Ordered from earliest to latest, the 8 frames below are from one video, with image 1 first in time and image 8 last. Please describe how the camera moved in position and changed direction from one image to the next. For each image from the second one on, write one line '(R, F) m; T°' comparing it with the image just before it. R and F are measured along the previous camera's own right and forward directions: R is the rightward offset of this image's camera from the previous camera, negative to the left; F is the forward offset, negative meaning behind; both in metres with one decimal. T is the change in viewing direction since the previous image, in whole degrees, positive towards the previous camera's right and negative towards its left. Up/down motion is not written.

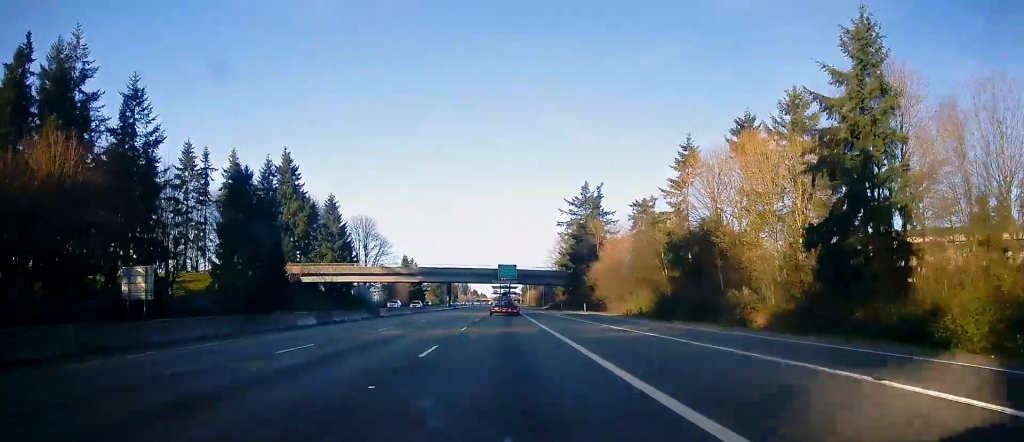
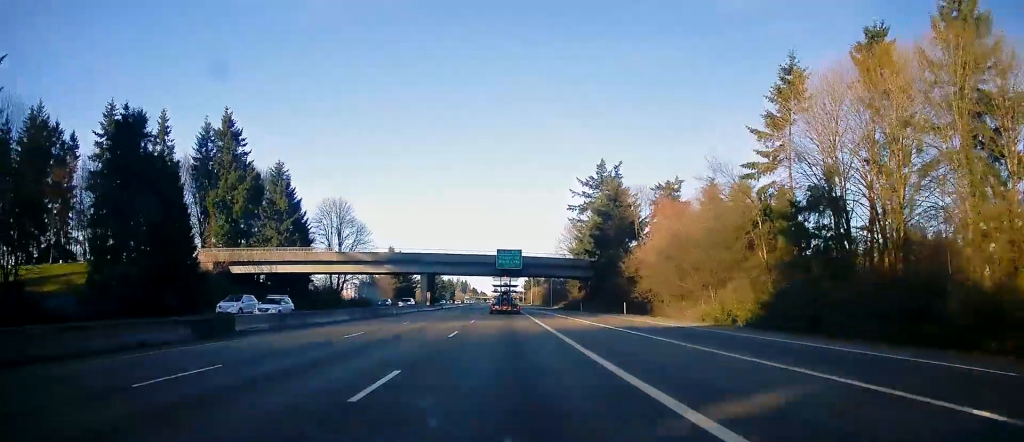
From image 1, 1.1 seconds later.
(+0.1, +30.5) m; 0°
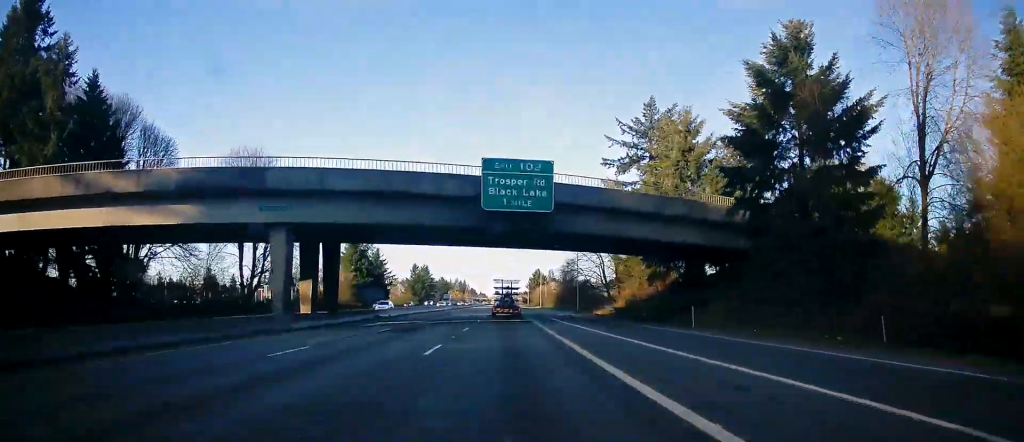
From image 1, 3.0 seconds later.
(-0.4, +55.6) m; -1°
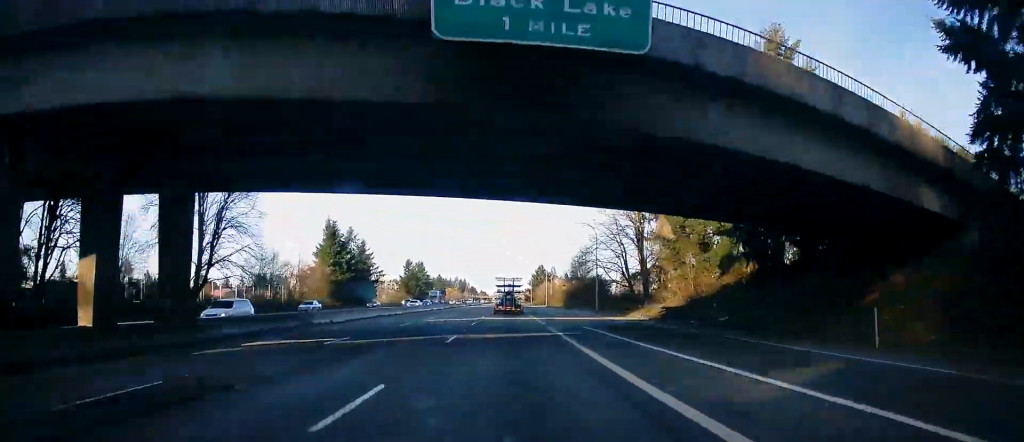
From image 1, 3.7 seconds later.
(0.0, +20.2) m; 0°
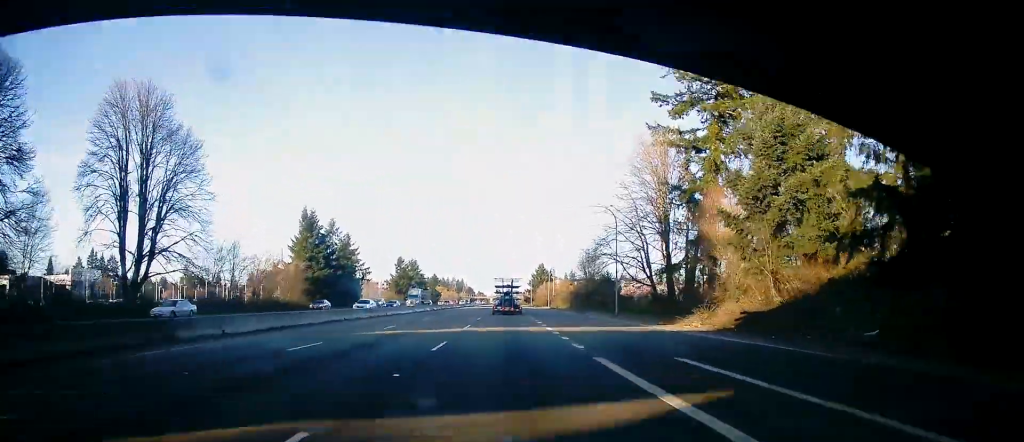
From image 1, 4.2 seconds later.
(0.0, +15.4) m; 0°
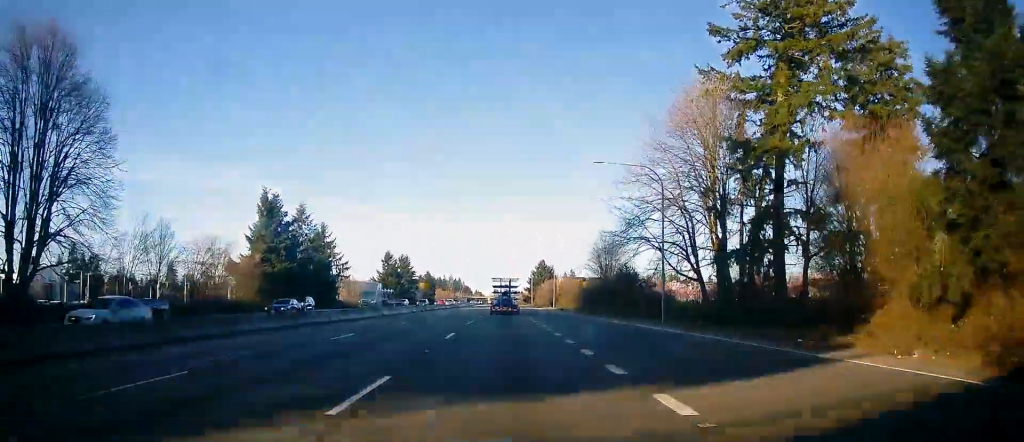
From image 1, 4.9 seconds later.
(0.0, +20.2) m; 0°
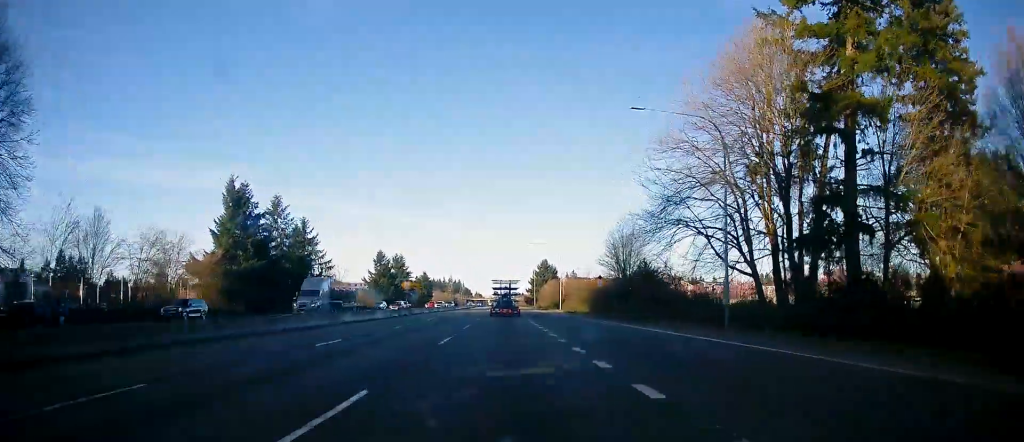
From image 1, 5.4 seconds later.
(0.0, +13.4) m; 0°
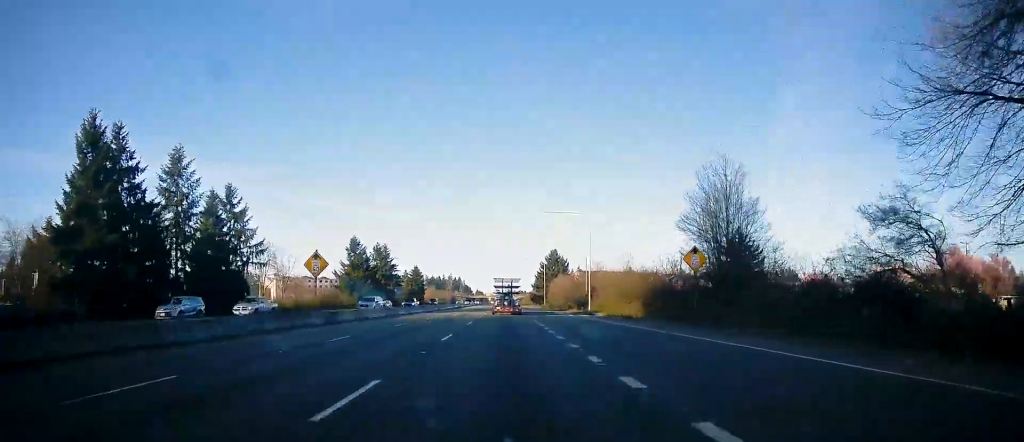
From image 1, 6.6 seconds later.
(0.0, +35.6) m; 0°
